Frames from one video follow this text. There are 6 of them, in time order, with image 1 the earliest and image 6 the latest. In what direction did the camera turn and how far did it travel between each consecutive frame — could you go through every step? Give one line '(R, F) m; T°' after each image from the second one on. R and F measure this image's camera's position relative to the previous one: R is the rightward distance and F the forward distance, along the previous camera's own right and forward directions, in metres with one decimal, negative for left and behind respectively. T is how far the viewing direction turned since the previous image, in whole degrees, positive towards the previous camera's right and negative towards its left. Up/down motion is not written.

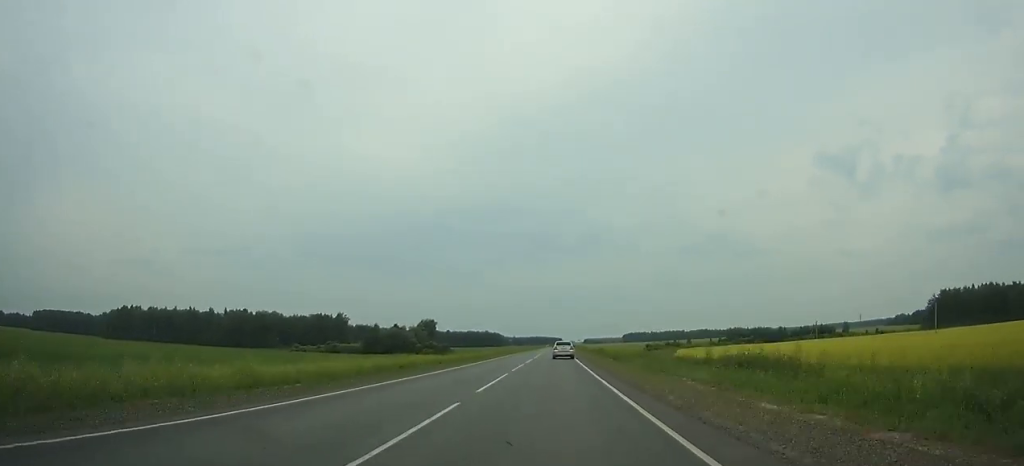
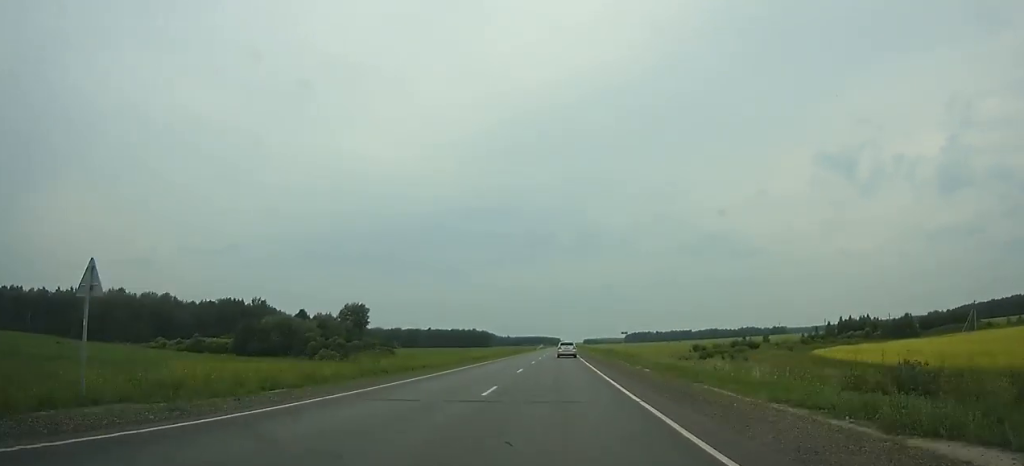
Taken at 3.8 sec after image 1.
(+0.6, +105.4) m; +1°
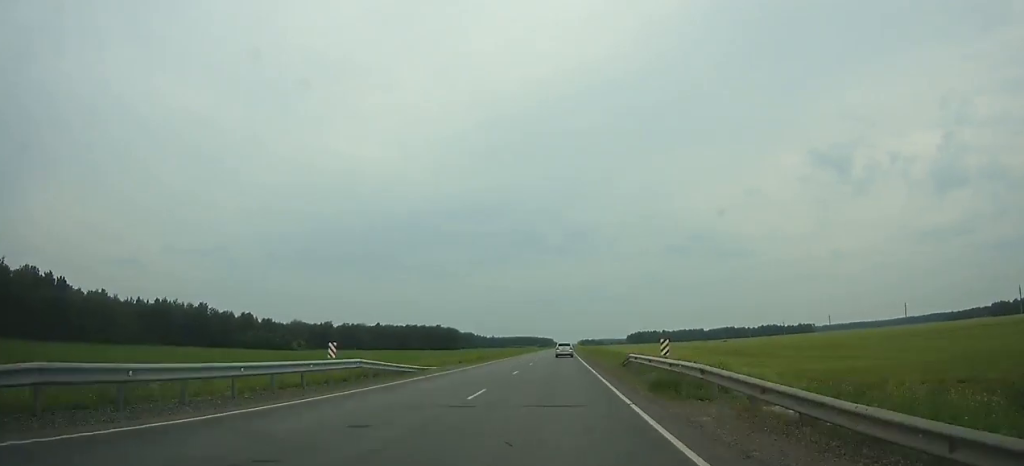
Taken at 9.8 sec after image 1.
(+1.8, +163.8) m; +1°
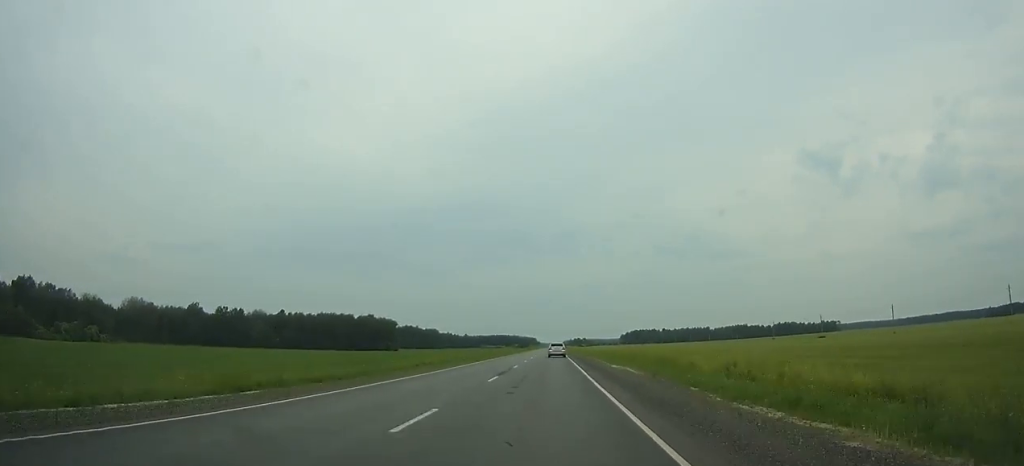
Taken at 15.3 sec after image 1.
(+0.8, +160.4) m; 0°
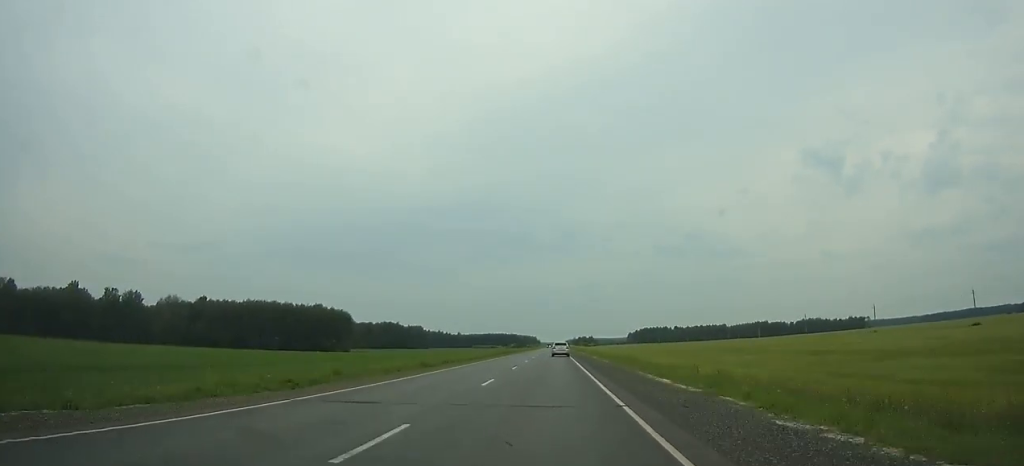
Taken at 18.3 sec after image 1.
(+0.1, +87.6) m; 0°
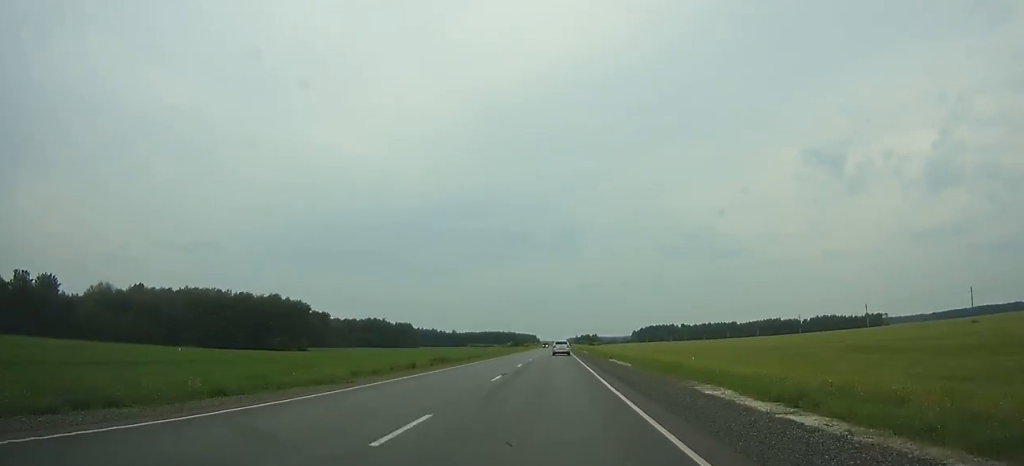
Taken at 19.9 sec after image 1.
(0.0, +46.3) m; 0°
